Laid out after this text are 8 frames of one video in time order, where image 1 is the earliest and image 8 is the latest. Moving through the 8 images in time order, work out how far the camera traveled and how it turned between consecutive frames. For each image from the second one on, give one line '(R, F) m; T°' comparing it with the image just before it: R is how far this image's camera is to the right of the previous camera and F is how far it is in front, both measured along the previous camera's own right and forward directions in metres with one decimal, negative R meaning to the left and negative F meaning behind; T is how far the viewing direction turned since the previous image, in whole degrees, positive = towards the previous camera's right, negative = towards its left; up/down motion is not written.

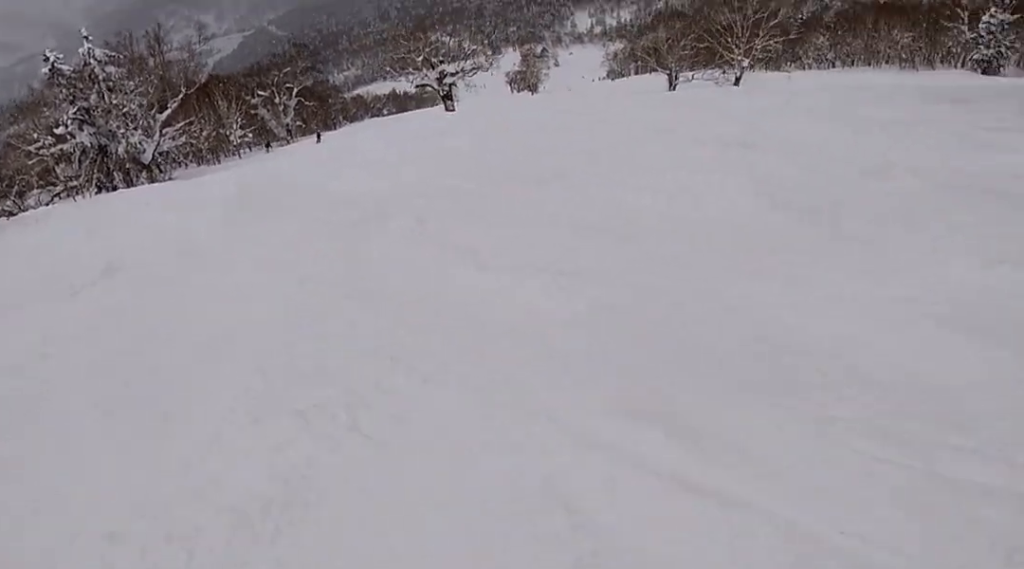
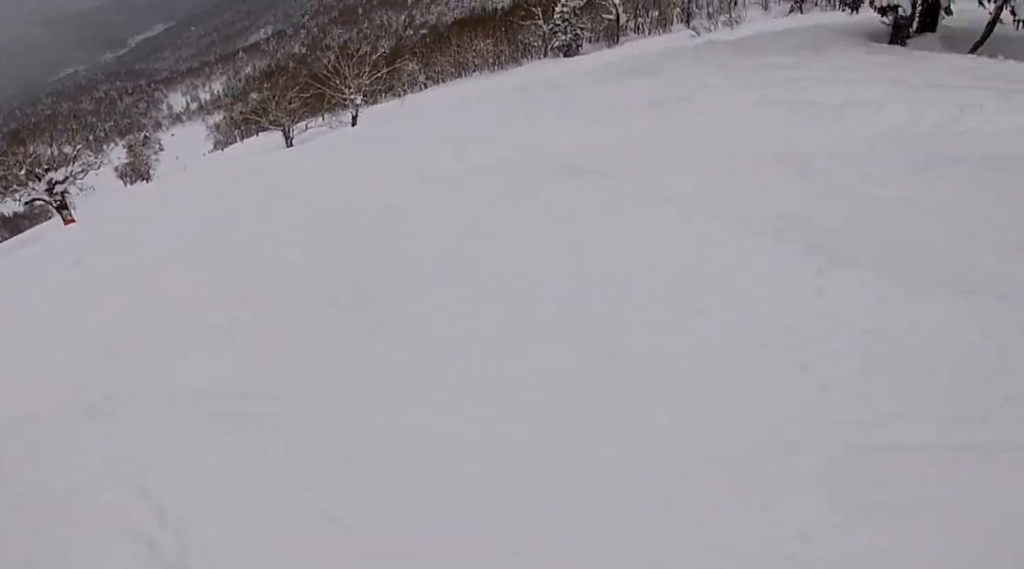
(+1.0, +3.5) m; +32°
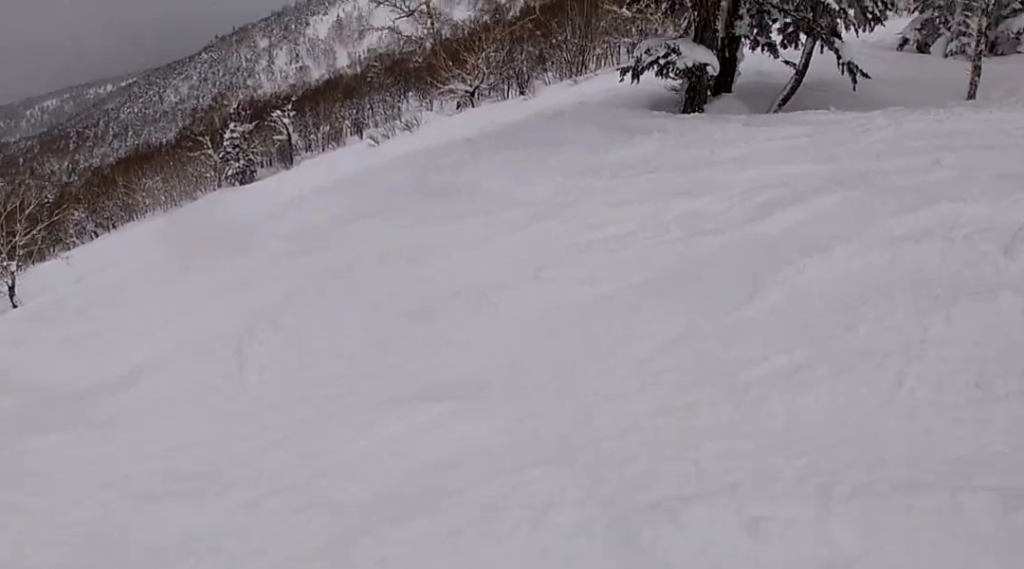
(+2.9, +6.2) m; +36°
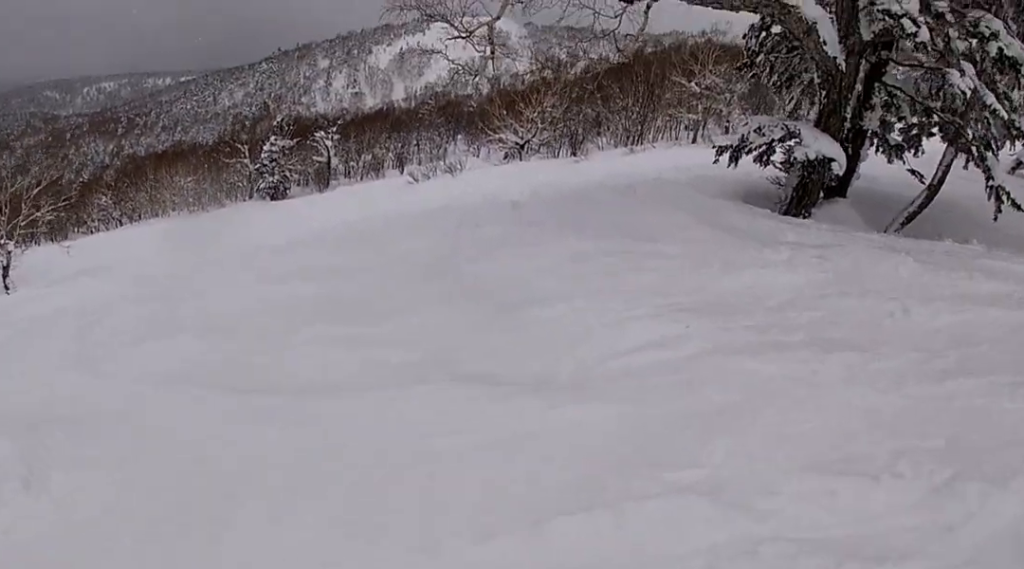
(+0.1, +3.8) m; -2°
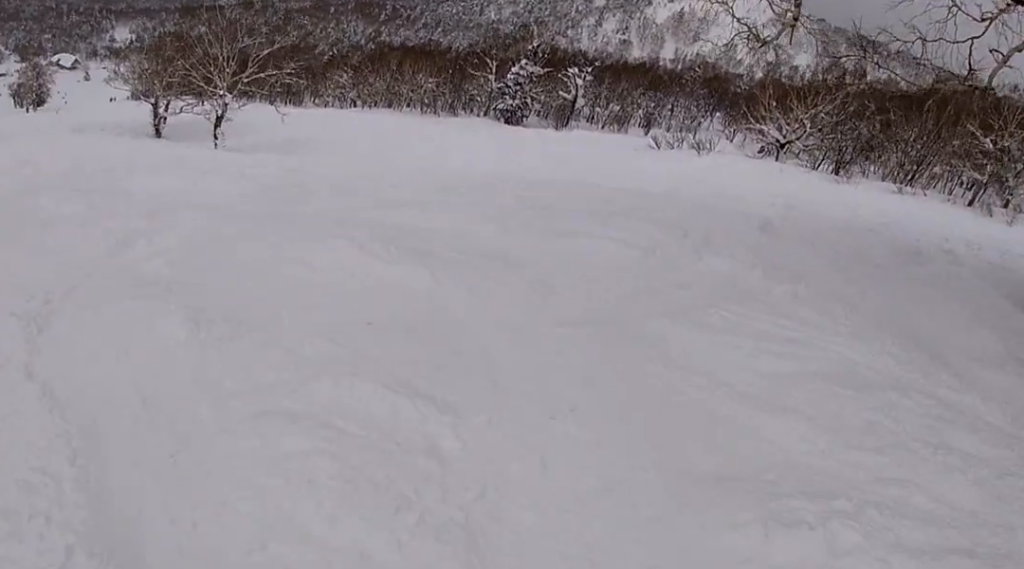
(-0.1, +2.8) m; -10°
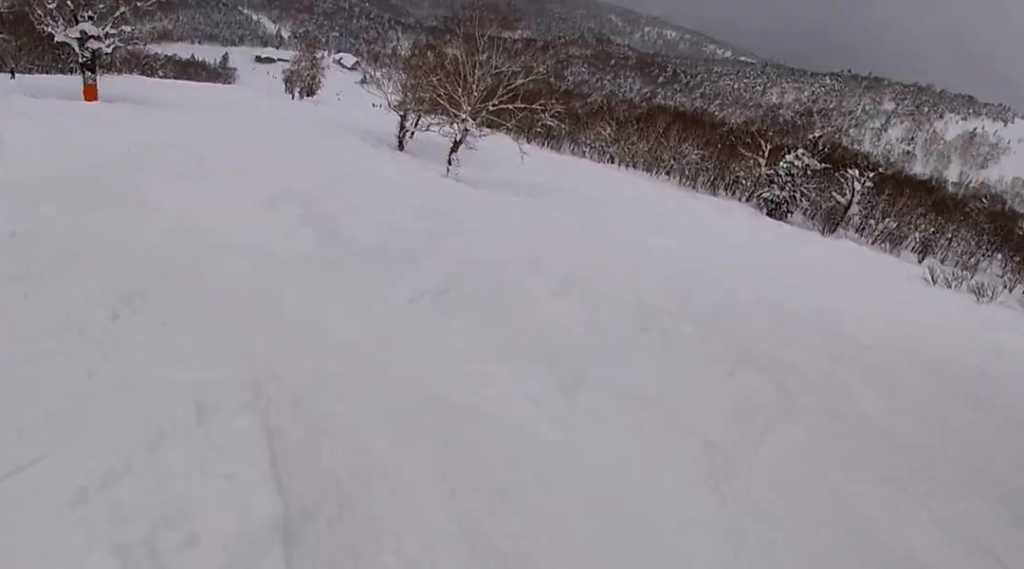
(-0.5, +3.8) m; -31°
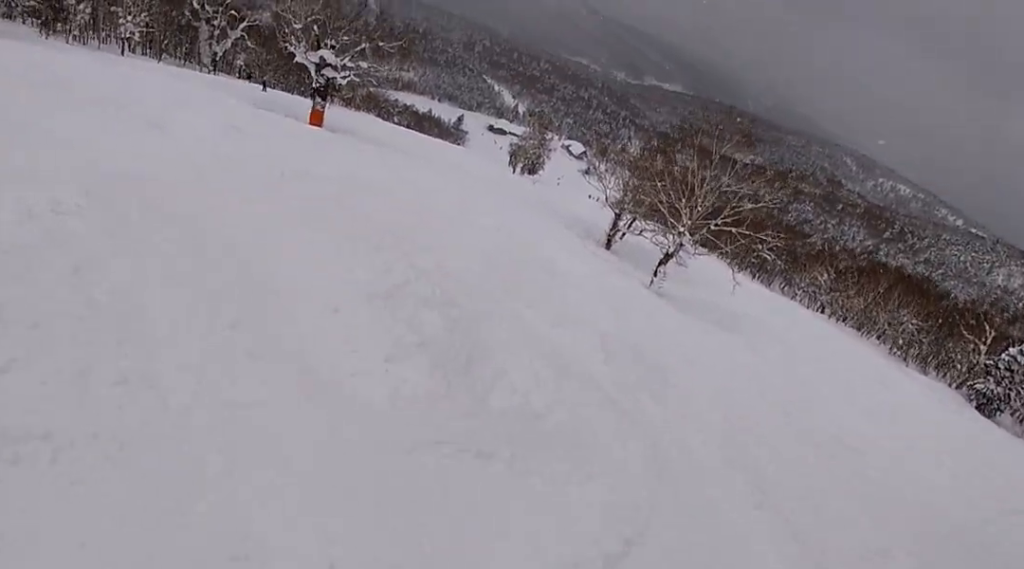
(-0.6, +2.1) m; -19°
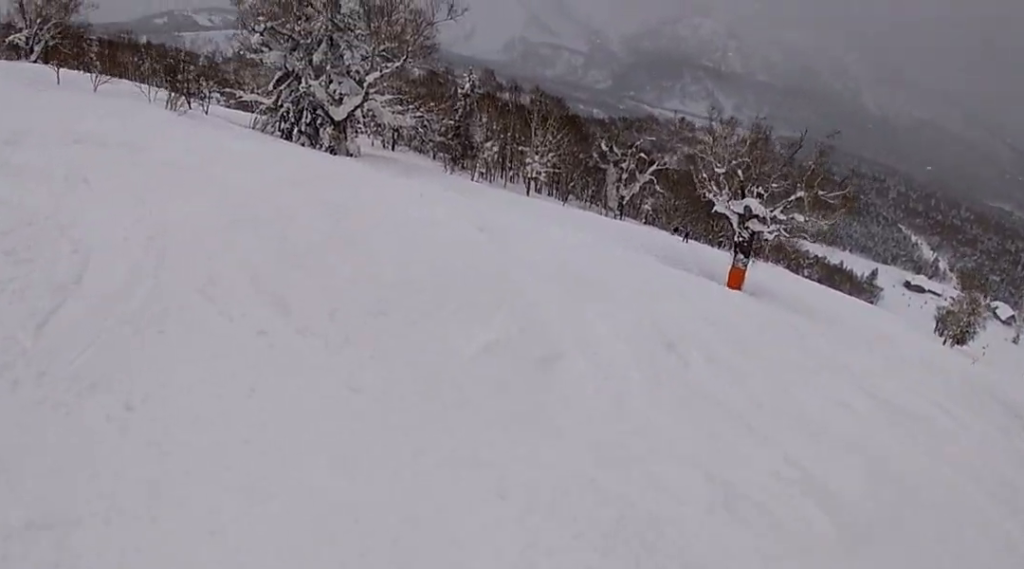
(-1.8, +5.3) m; -34°
